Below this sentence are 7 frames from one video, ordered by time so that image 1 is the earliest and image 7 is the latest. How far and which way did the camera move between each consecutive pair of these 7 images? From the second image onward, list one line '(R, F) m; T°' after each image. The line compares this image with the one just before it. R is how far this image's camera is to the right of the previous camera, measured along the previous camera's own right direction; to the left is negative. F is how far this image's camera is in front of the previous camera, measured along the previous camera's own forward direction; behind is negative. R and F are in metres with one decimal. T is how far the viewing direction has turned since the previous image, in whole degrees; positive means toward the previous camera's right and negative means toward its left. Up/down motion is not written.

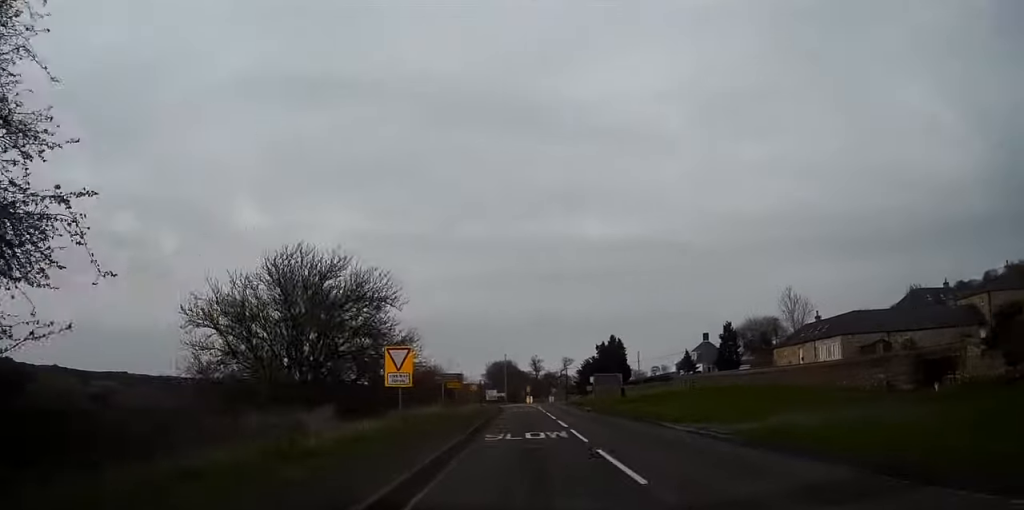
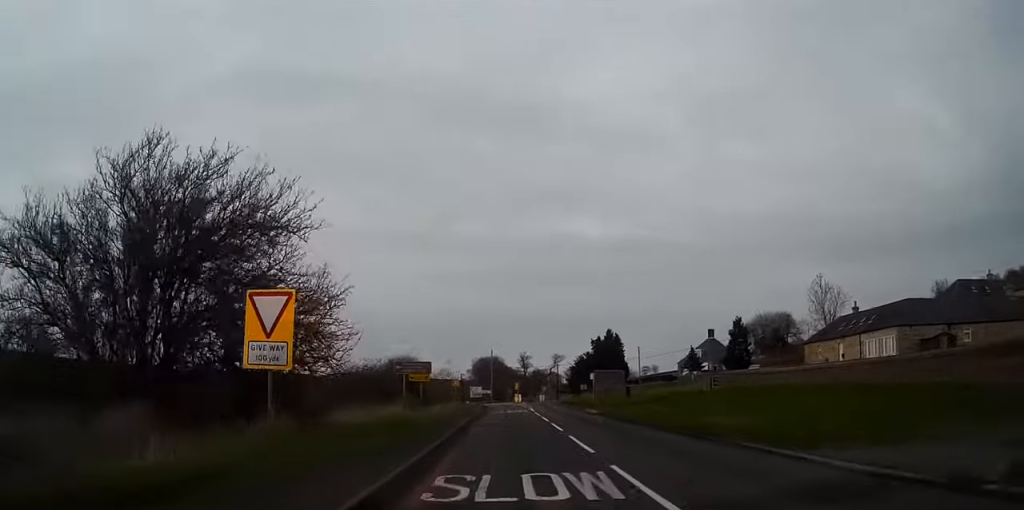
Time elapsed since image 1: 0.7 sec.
(+0.2, +12.3) m; +1°
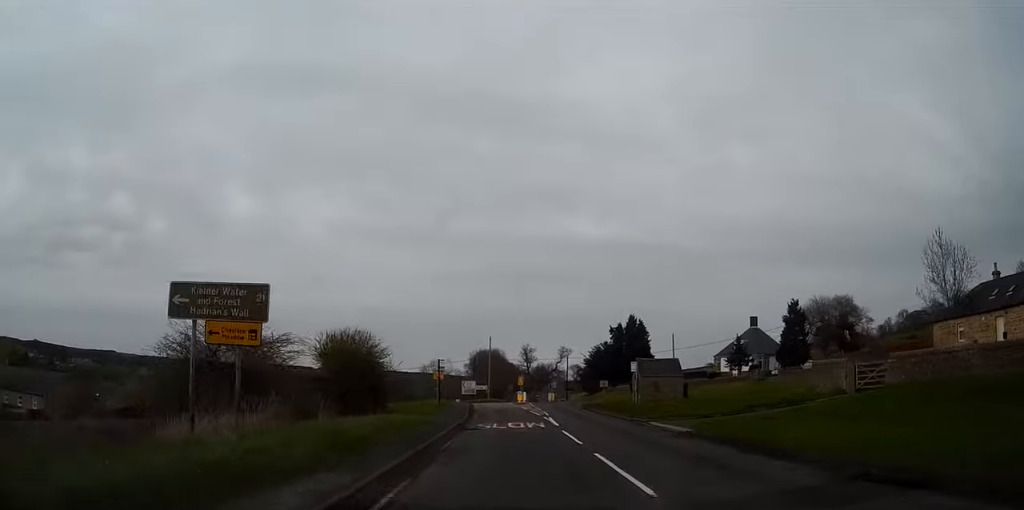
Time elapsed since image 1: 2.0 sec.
(+0.3, +23.8) m; +1°
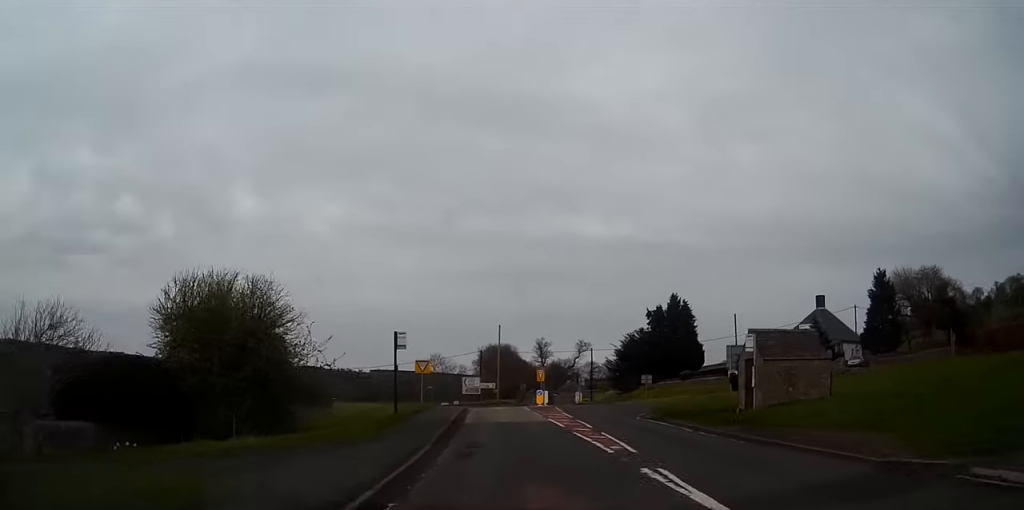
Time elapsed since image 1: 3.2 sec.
(0.0, +21.7) m; -1°
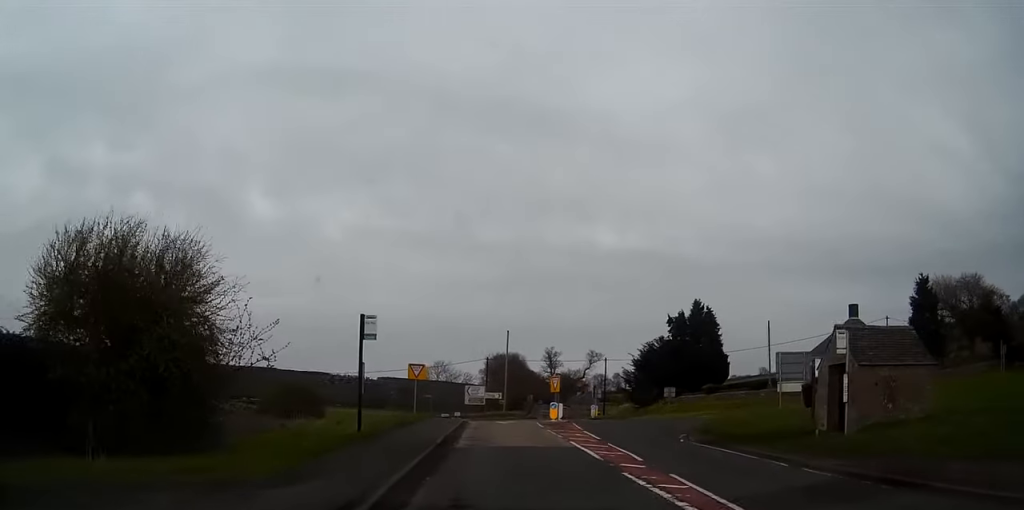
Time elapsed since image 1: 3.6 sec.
(-0.1, +7.3) m; 0°
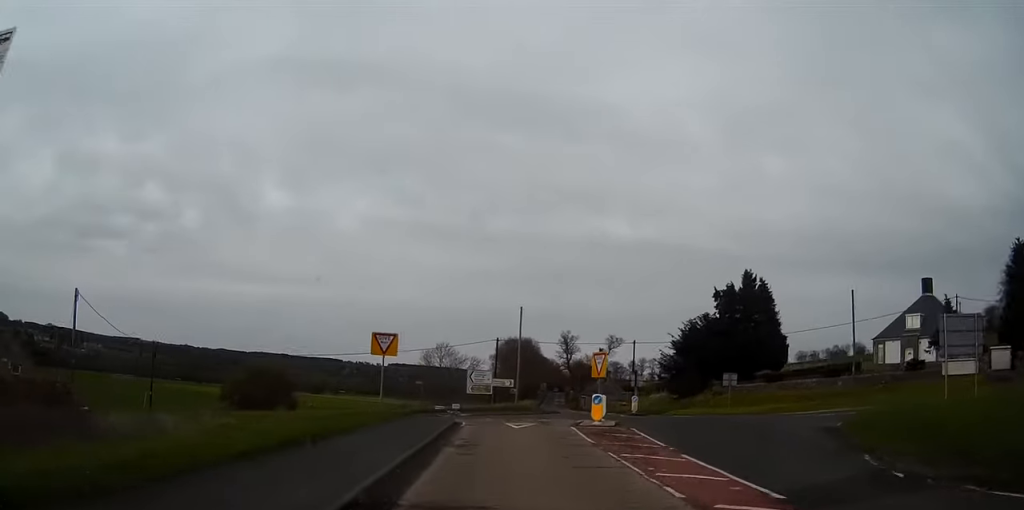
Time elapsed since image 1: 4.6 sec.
(-0.1, +14.9) m; 0°
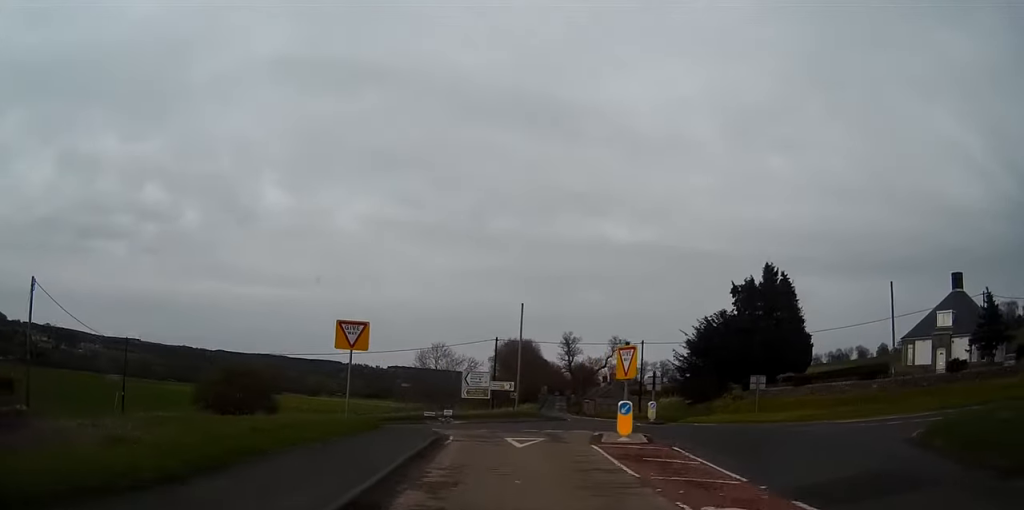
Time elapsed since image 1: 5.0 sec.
(0.0, +6.1) m; 0°
